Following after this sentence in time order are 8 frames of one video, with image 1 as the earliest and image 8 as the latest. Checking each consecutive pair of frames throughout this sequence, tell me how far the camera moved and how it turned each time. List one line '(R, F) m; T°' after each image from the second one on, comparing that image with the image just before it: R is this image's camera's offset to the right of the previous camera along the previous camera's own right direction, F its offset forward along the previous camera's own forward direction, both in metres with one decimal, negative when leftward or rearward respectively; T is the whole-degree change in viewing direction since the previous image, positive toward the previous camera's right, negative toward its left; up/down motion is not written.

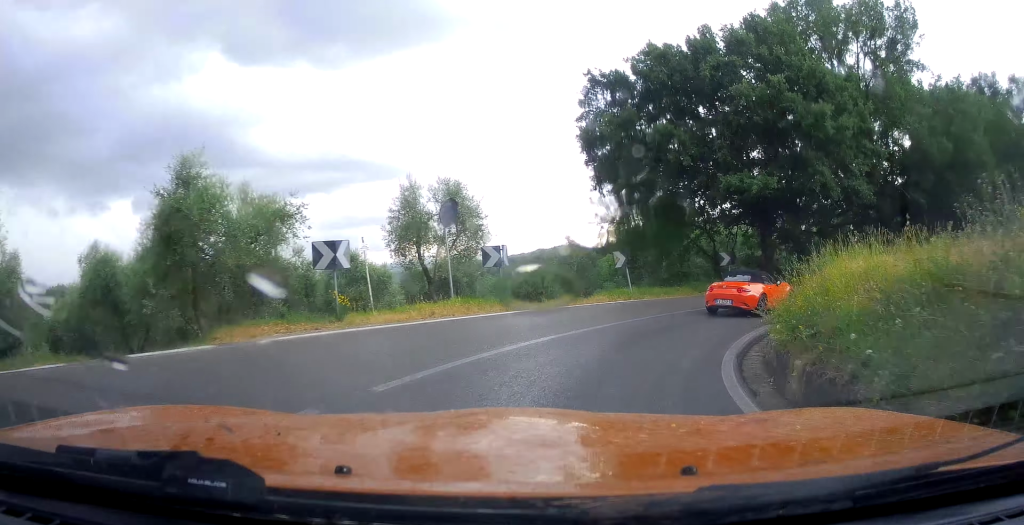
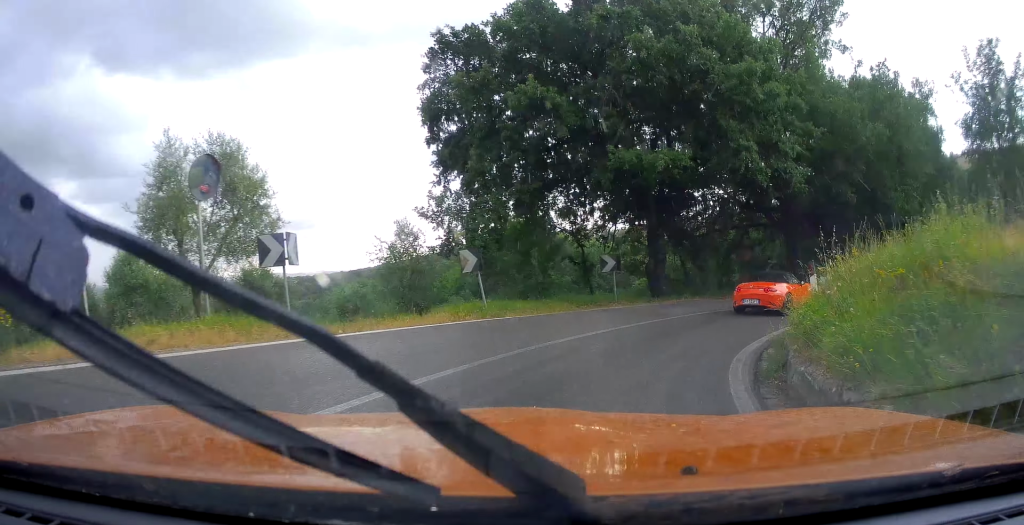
(+1.7, +5.5) m; +23°
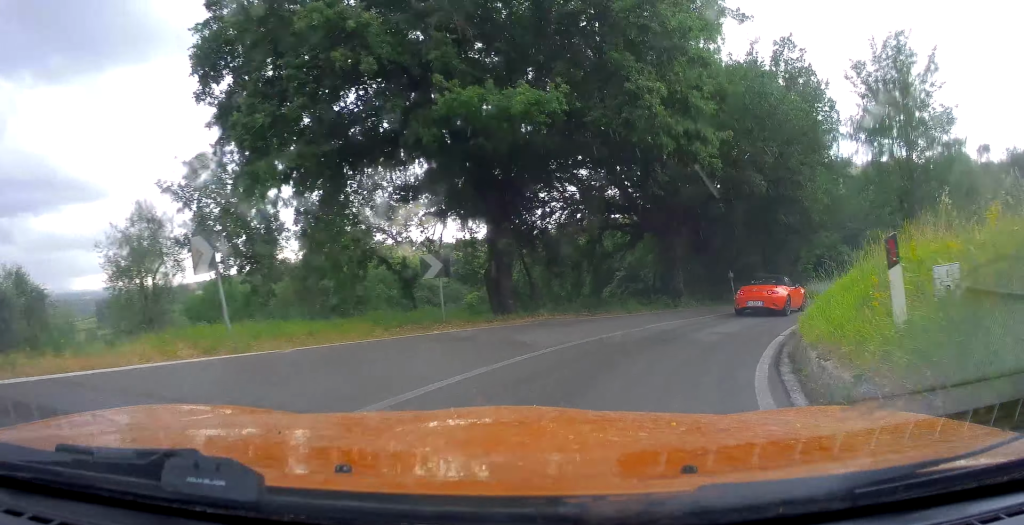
(+0.8, +5.9) m; +9°
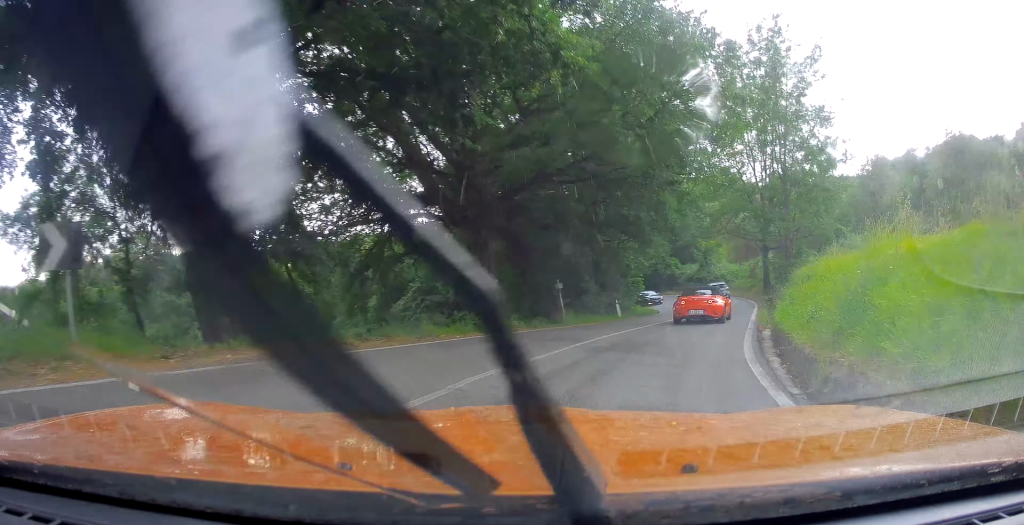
(+0.5, +6.8) m; +13°
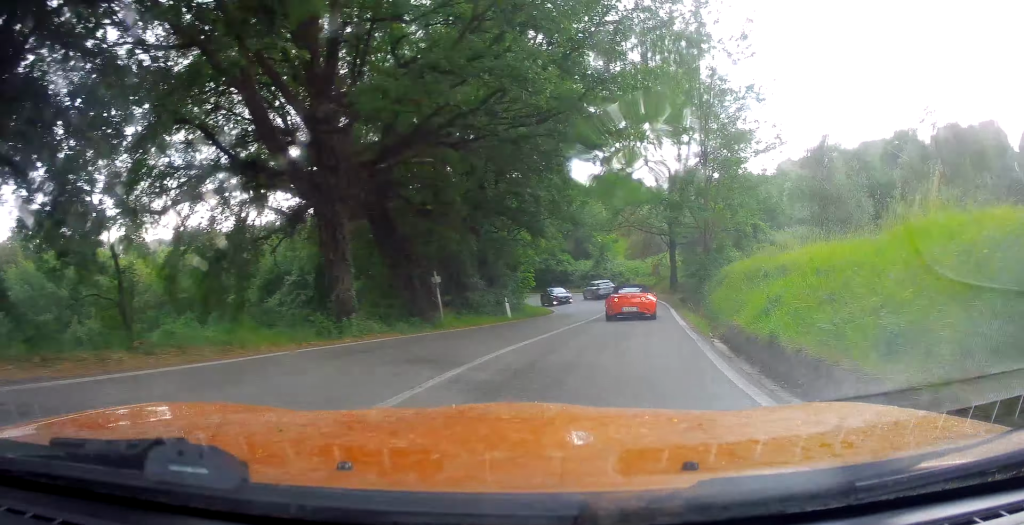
(-0.4, +4.0) m; +9°
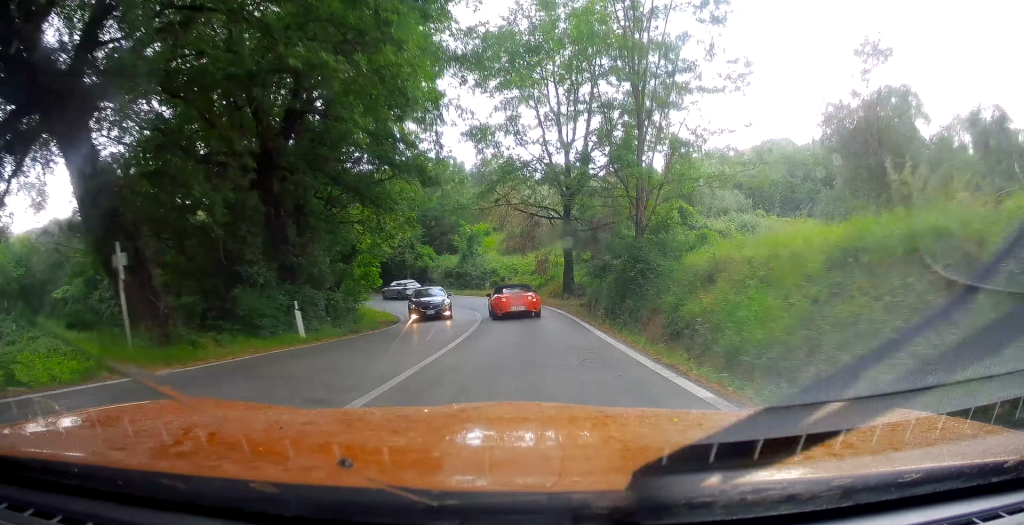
(+2.6, +10.2) m; +16°
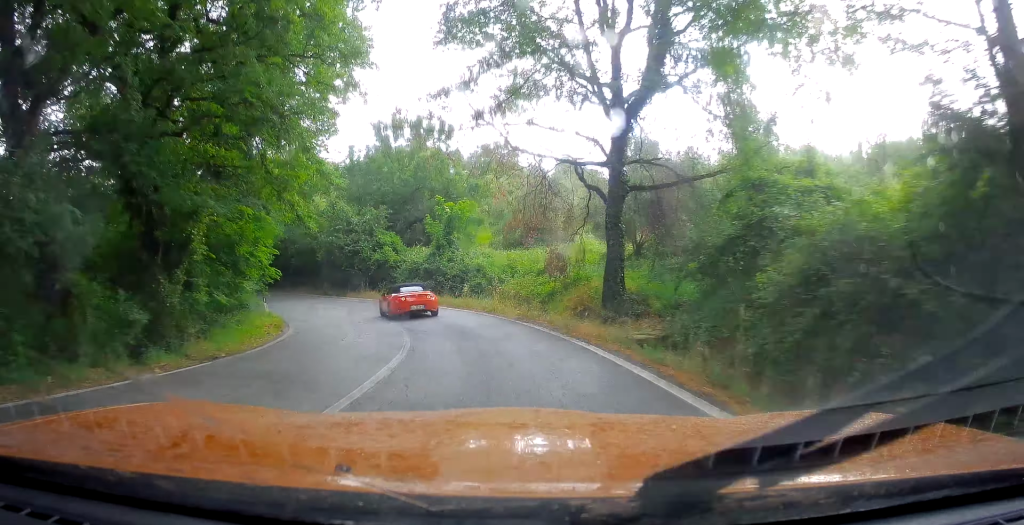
(-0.4, +14.3) m; -5°
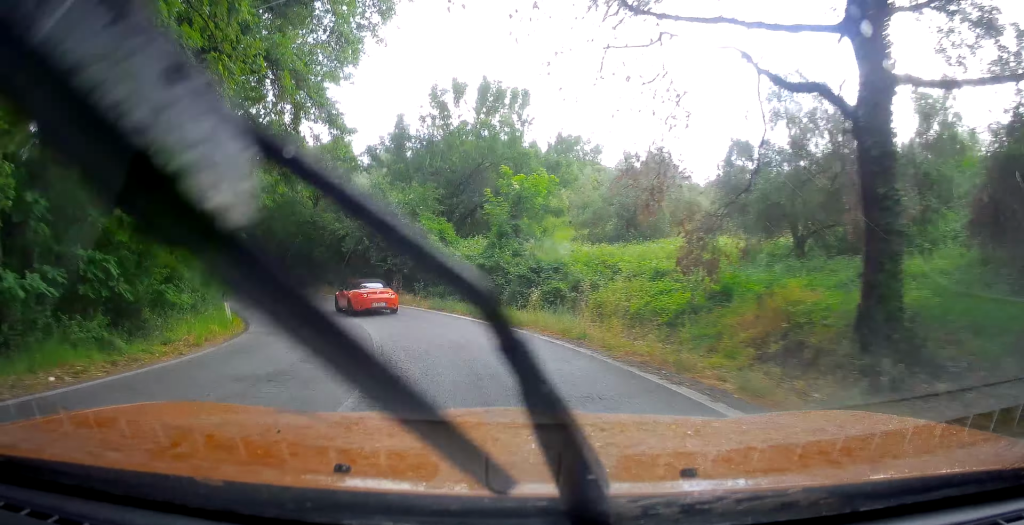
(-0.4, +9.6) m; -7°
